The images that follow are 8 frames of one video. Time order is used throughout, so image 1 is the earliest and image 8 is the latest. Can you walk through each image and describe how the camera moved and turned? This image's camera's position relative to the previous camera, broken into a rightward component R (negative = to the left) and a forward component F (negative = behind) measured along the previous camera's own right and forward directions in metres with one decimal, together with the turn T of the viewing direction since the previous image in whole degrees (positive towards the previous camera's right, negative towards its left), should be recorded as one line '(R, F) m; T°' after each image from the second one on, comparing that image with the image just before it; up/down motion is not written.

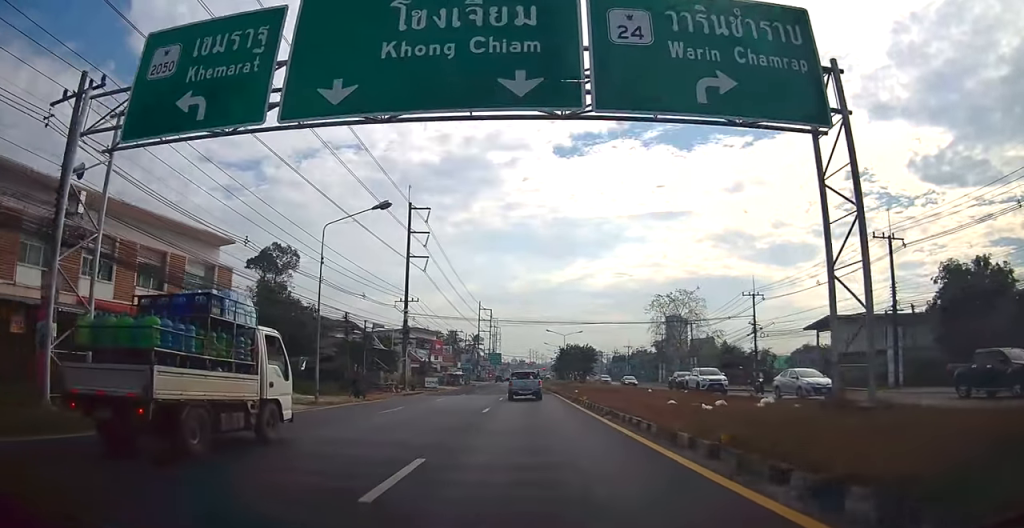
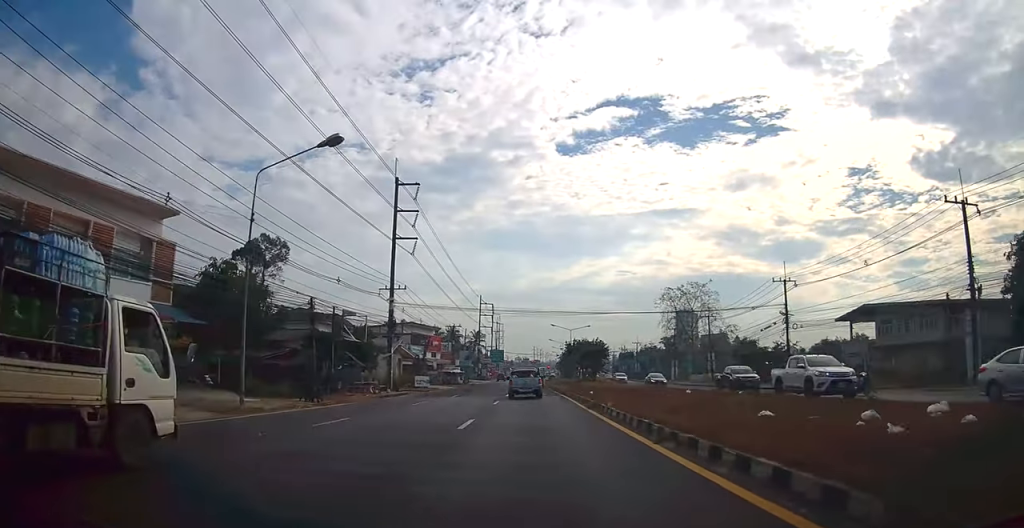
(0.0, +6.9) m; 0°
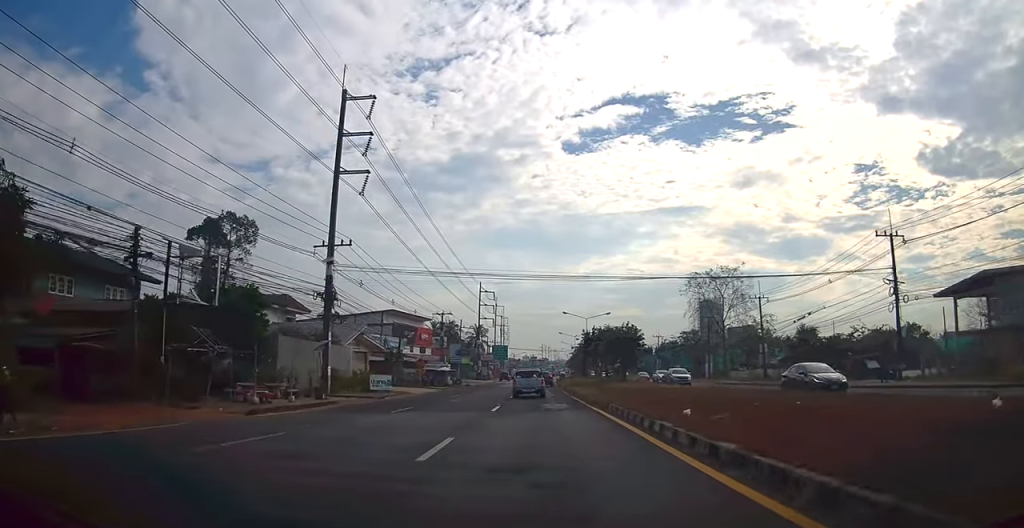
(-0.2, +16.0) m; -1°
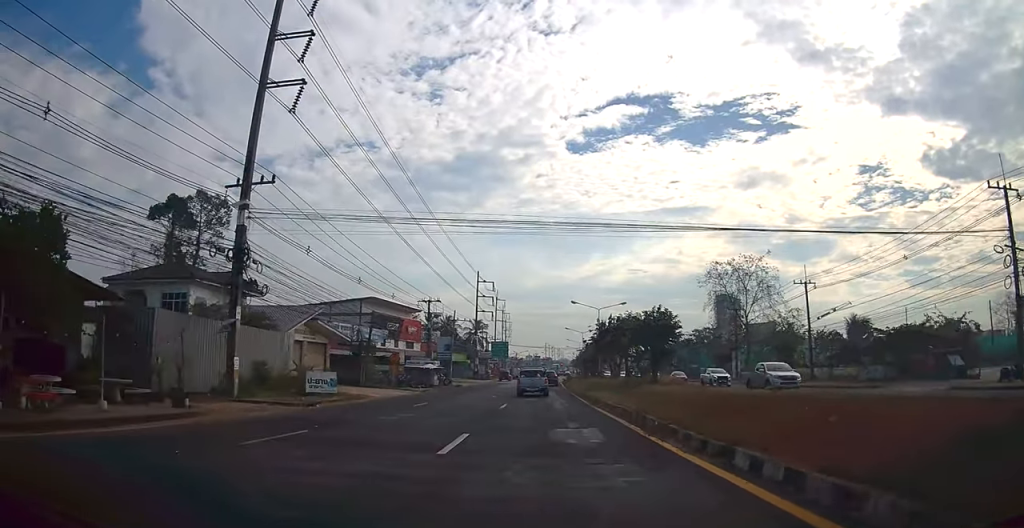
(0.0, +10.9) m; 0°
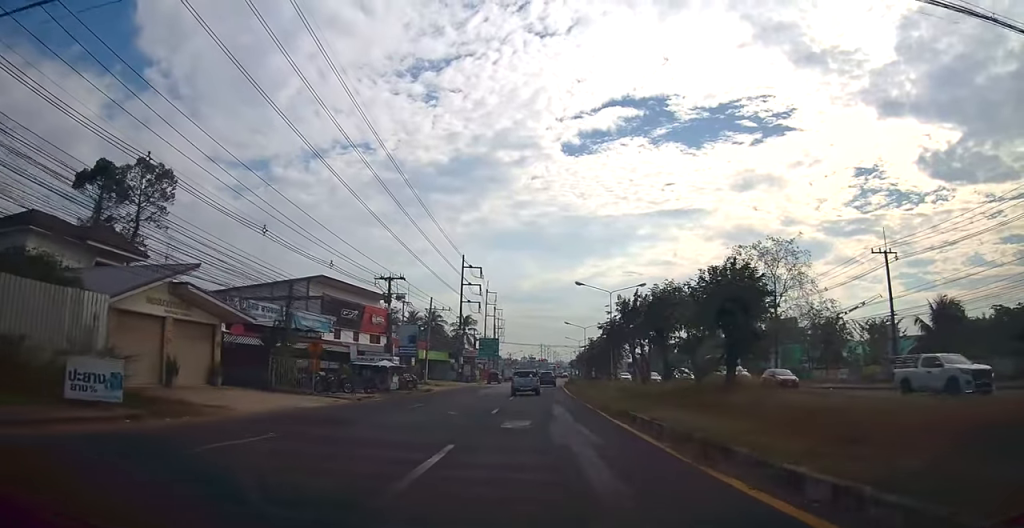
(0.0, +15.3) m; +1°
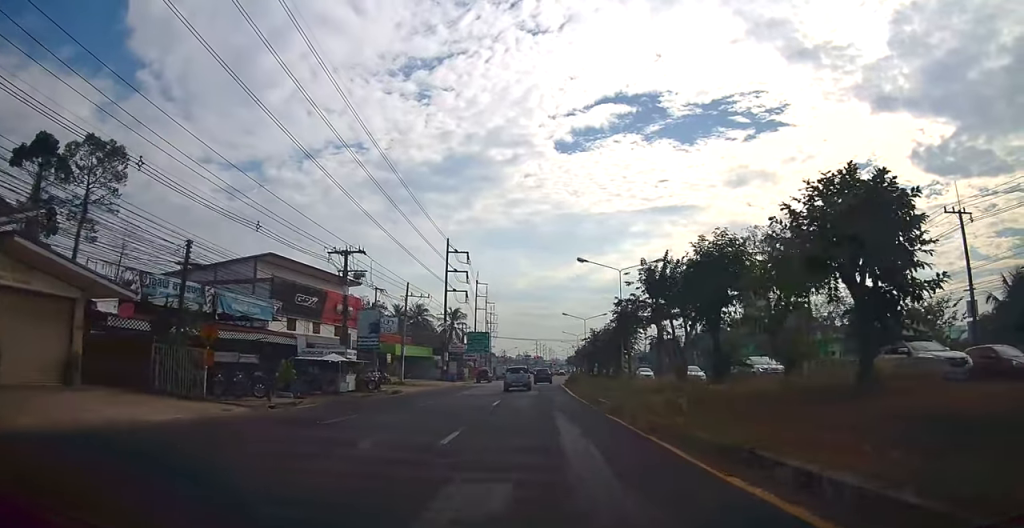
(+0.2, +9.7) m; +1°
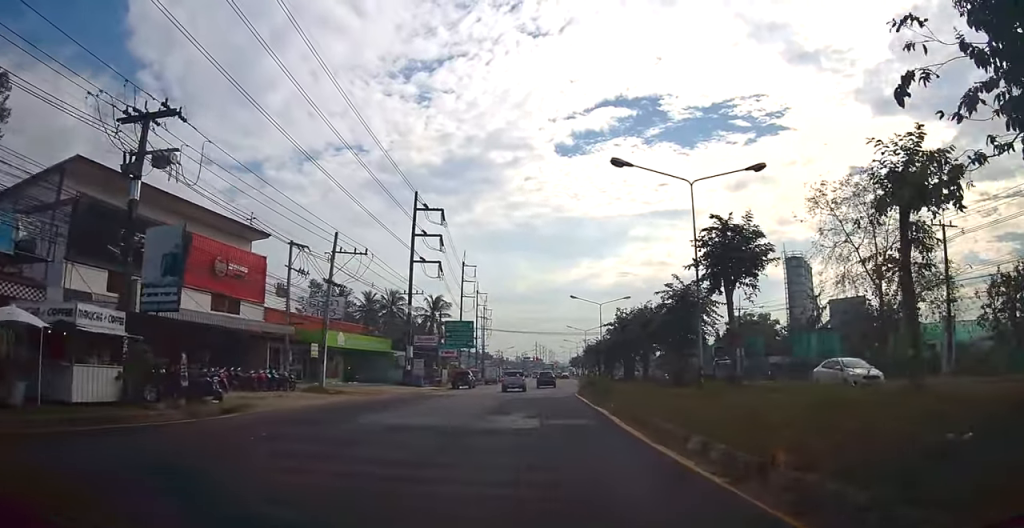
(-0.1, +20.8) m; -2°
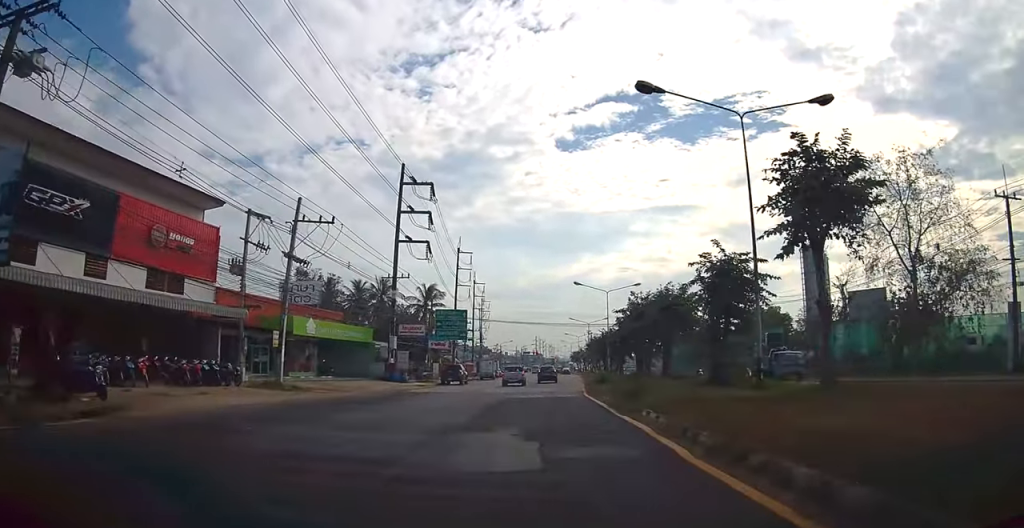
(0.0, +6.2) m; -1°
